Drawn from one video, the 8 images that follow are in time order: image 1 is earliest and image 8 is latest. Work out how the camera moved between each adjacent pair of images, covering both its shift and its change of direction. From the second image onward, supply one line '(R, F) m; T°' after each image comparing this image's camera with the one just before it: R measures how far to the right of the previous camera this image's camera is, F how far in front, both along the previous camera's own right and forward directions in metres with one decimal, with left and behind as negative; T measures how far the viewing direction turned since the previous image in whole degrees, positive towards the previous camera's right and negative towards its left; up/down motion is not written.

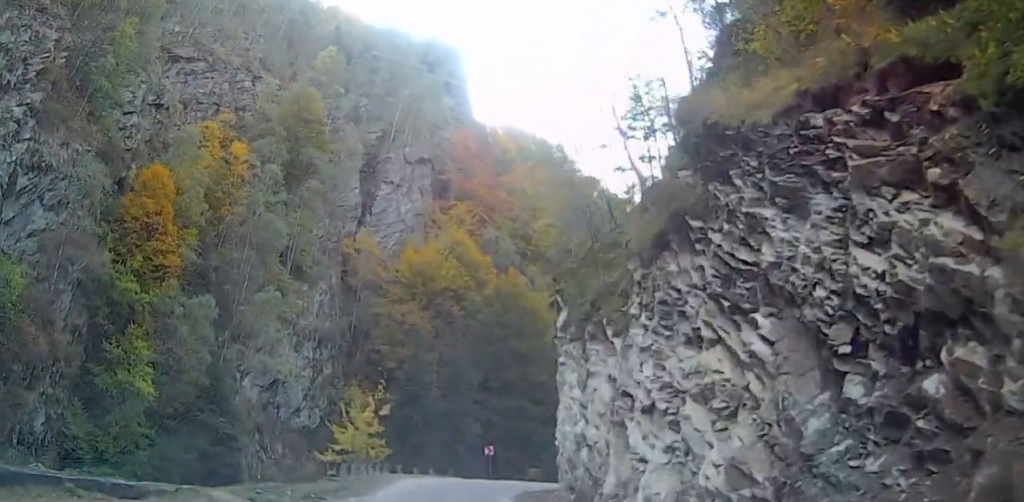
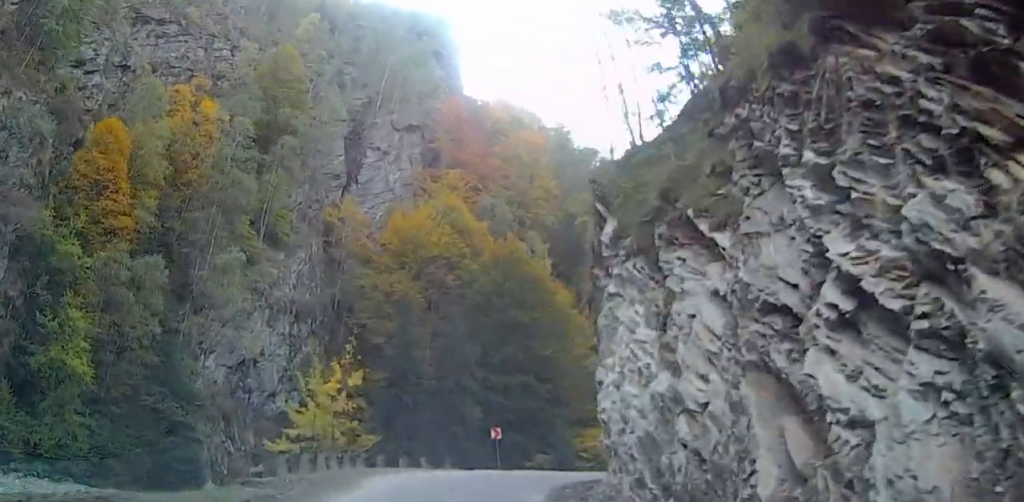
(+0.7, +10.5) m; 0°
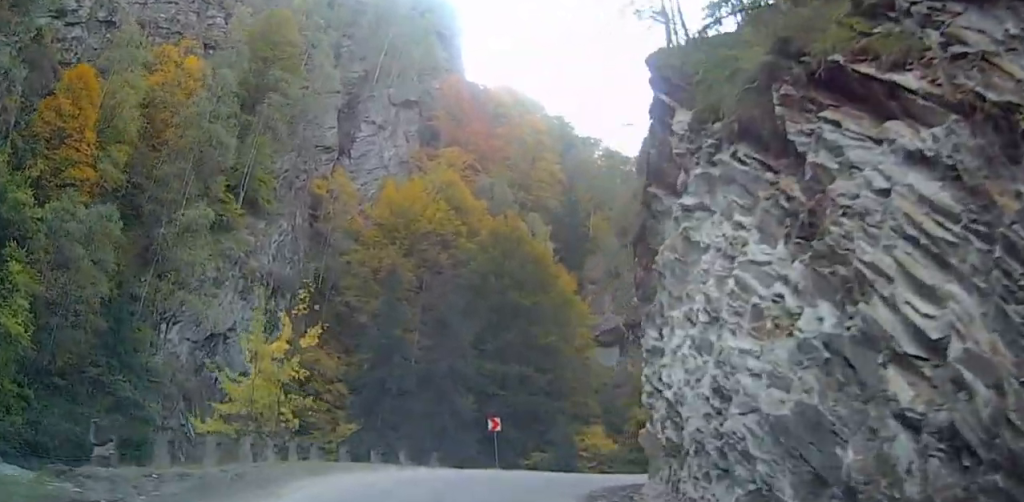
(-0.5, +7.4) m; 0°
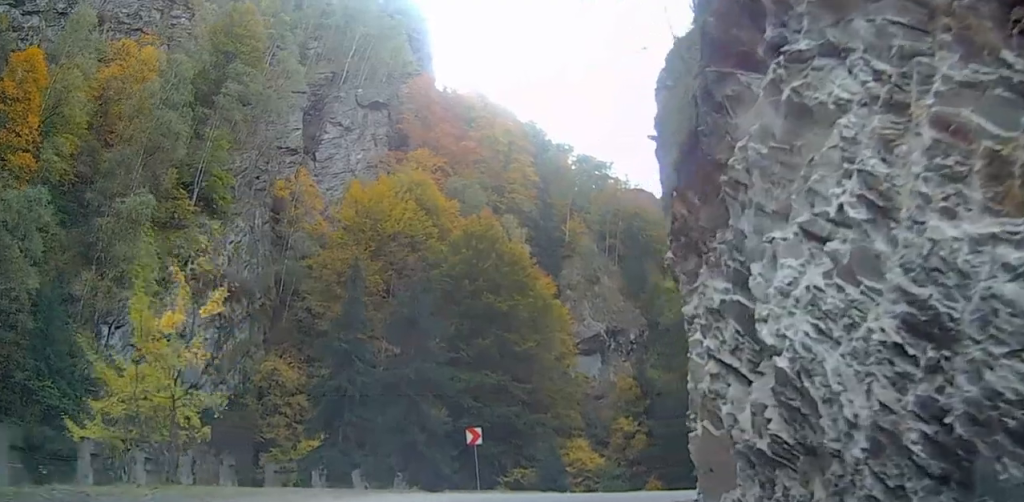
(-0.4, +6.5) m; 0°
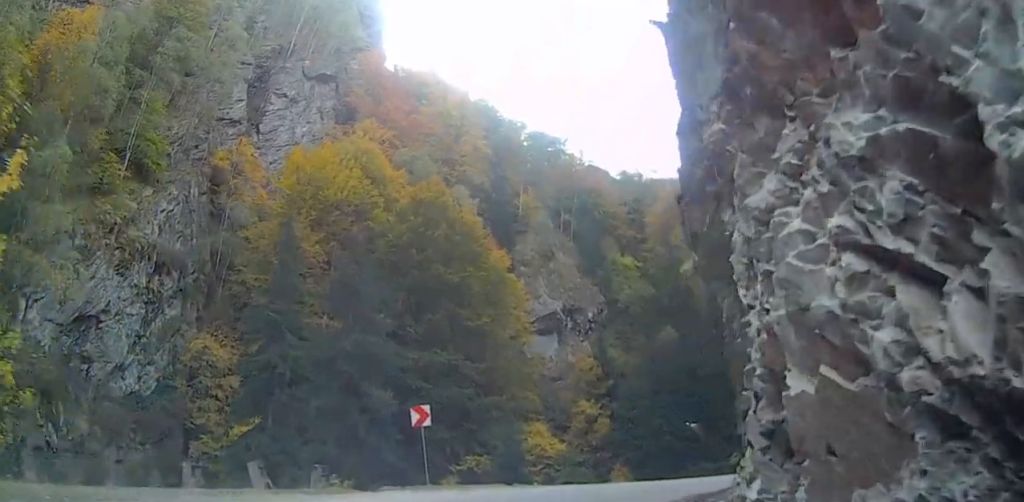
(+0.4, +6.6) m; +4°
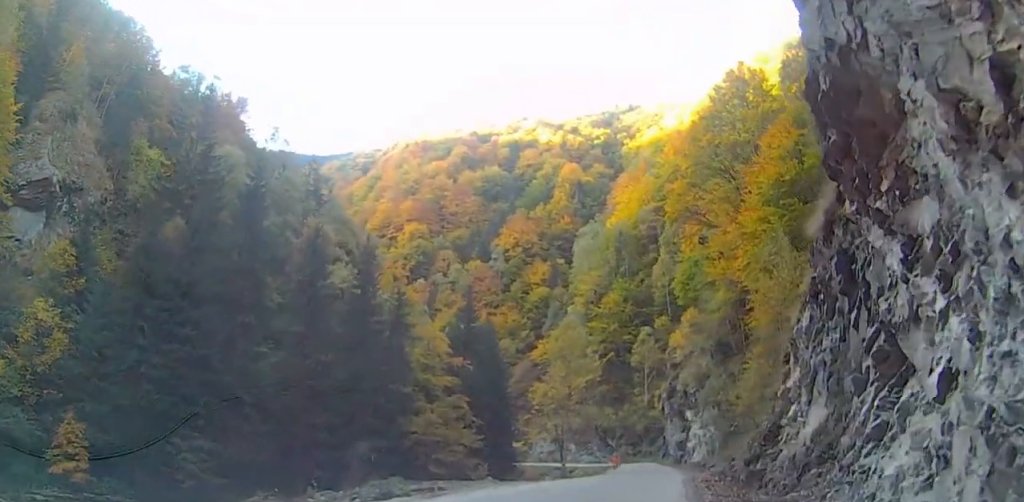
(+7.8, +30.0) m; +37°
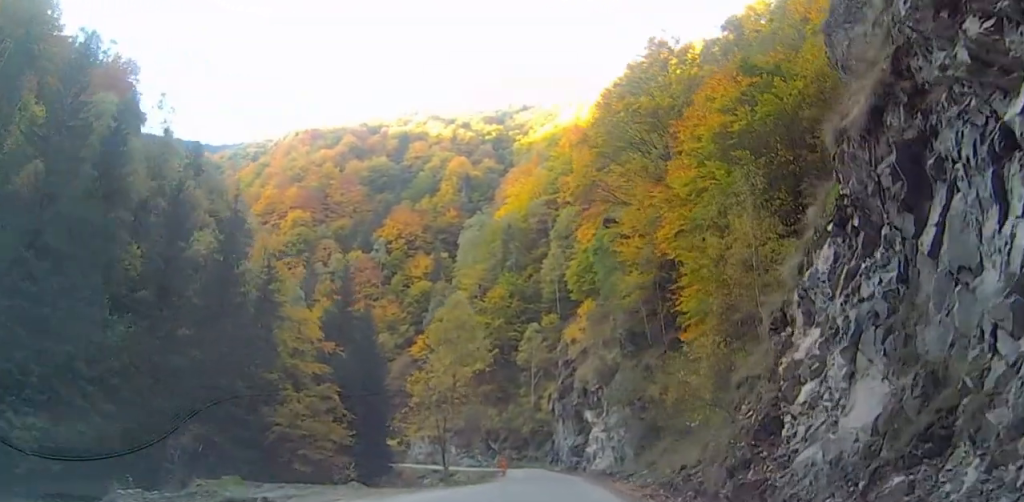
(+1.1, +8.3) m; +10°
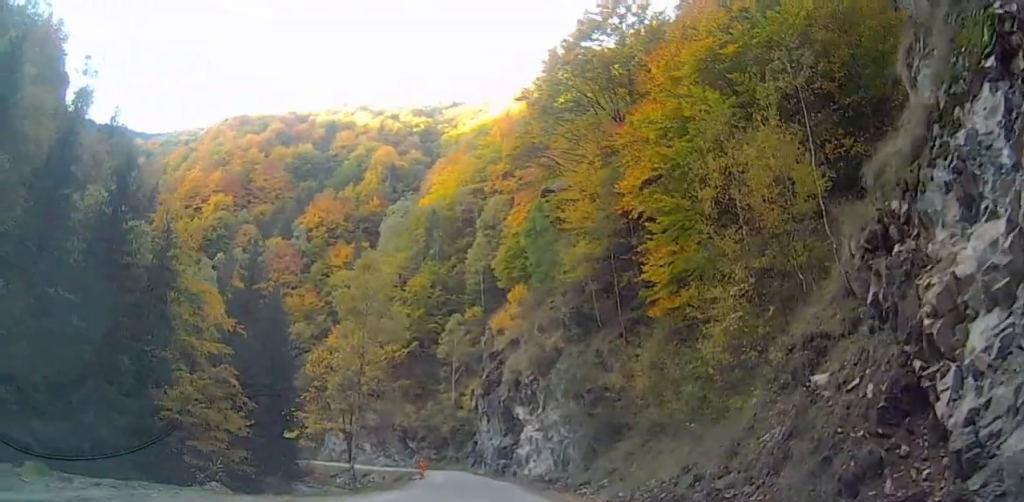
(+0.1, +8.4) m; +6°
